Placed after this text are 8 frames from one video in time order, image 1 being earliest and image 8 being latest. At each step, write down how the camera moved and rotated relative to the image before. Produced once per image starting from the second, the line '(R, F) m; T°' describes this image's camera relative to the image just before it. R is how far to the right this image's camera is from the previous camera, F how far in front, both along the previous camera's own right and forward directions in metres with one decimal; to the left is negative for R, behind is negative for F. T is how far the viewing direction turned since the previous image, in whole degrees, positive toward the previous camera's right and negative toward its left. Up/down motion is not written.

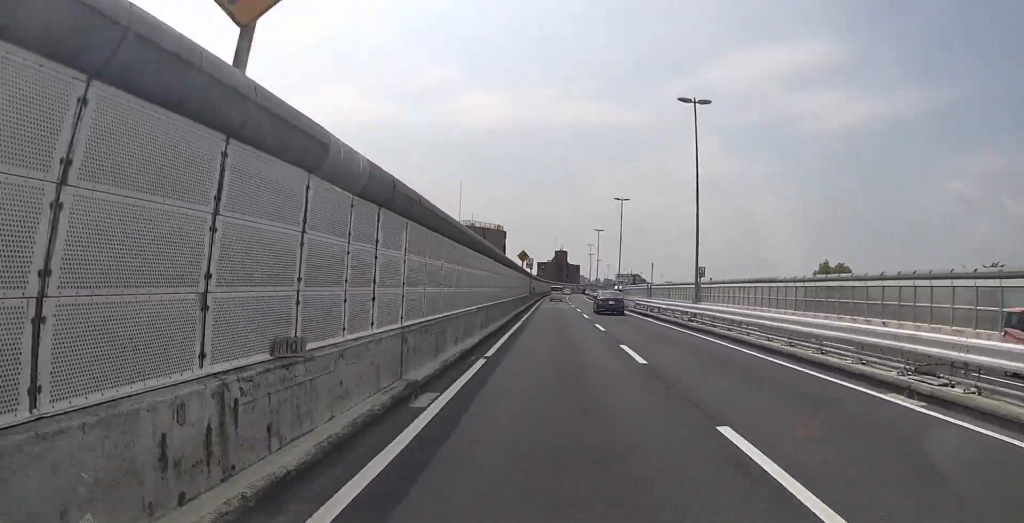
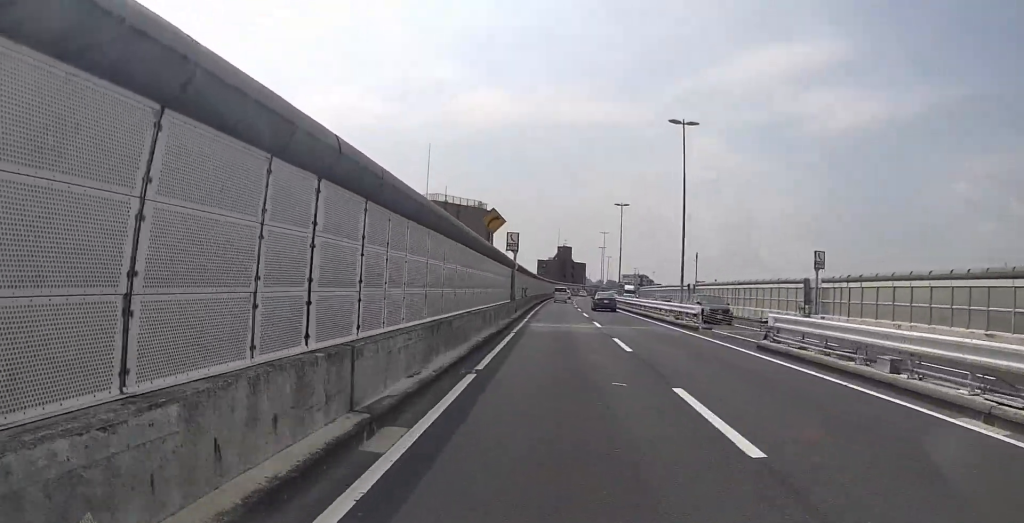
(-0.6, +26.6) m; -1°
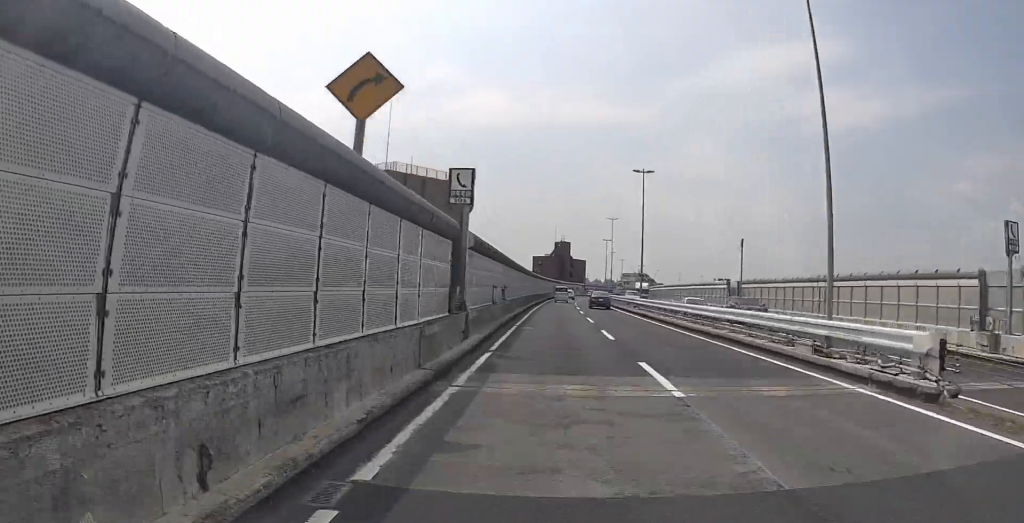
(+0.1, +16.2) m; +1°
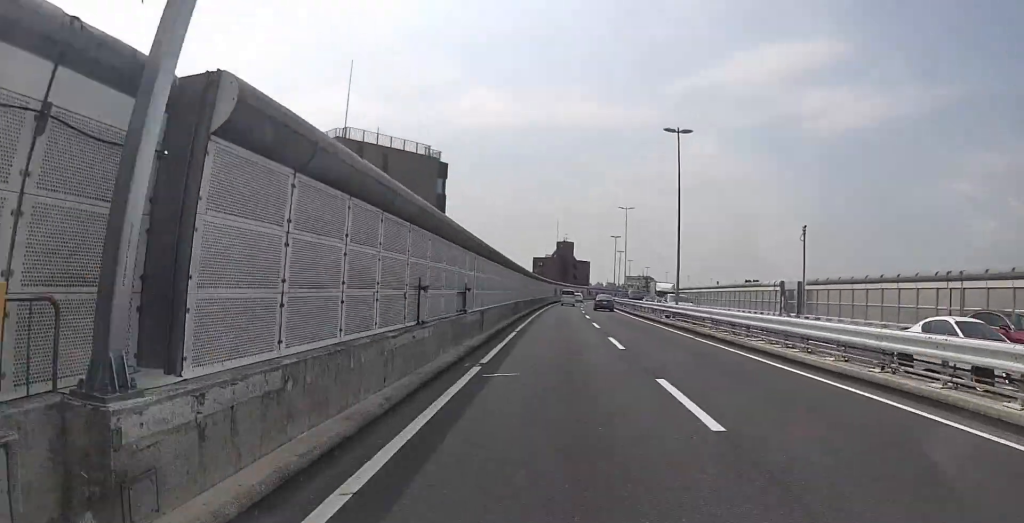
(0.0, +12.2) m; 0°
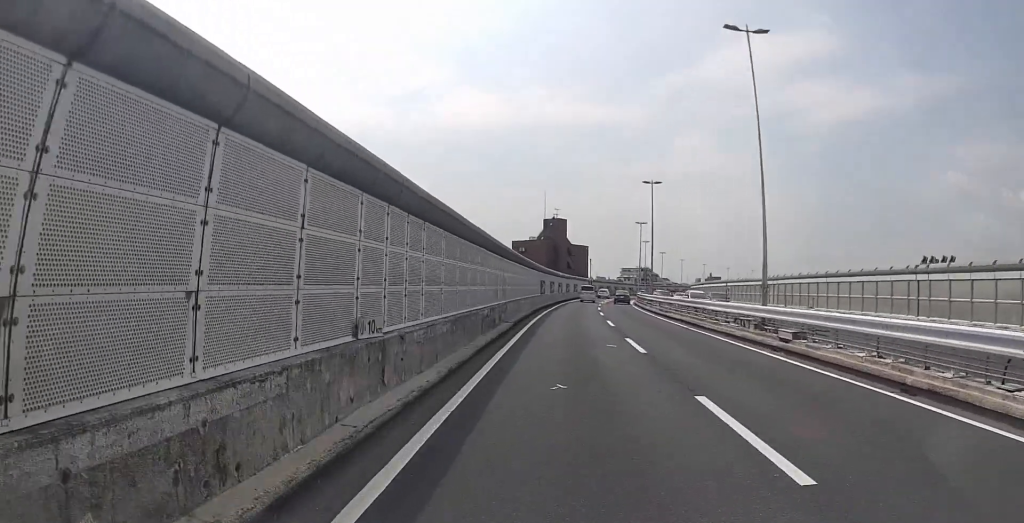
(+0.2, +42.1) m; -1°
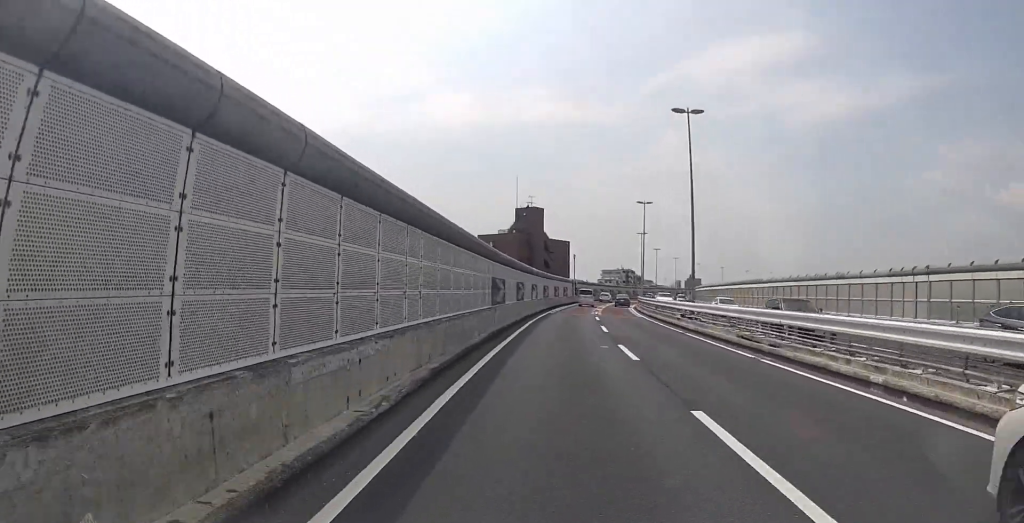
(-0.4, +20.6) m; 0°
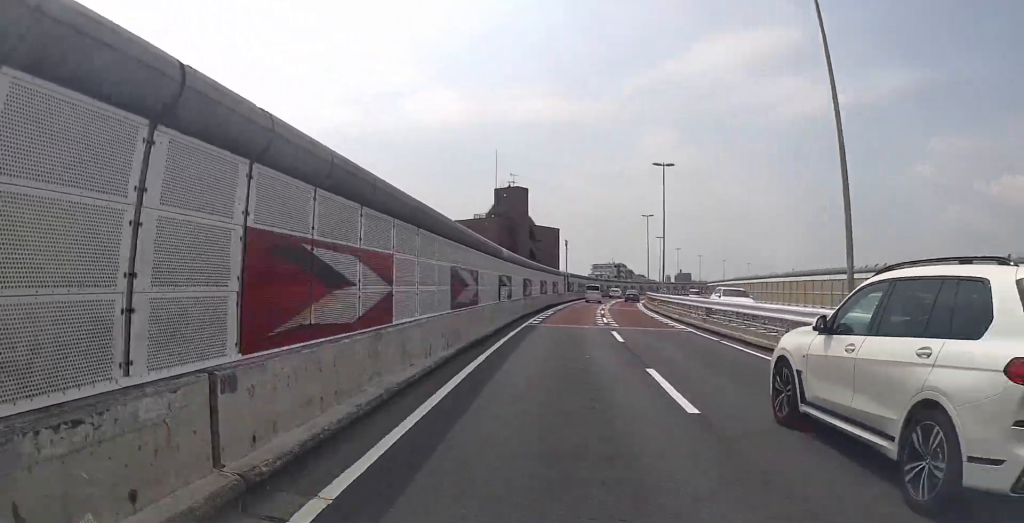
(+0.5, +16.0) m; +1°
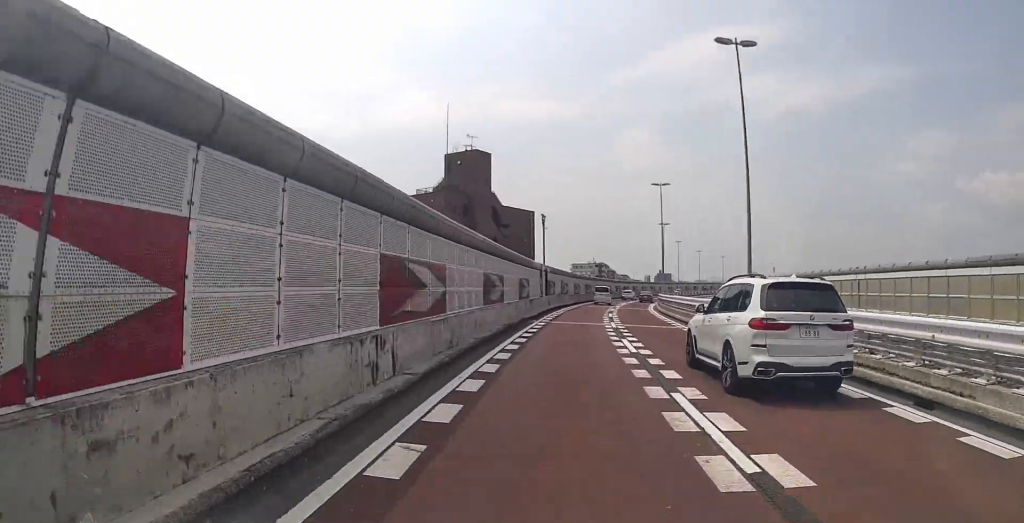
(+0.1, +23.1) m; +3°
